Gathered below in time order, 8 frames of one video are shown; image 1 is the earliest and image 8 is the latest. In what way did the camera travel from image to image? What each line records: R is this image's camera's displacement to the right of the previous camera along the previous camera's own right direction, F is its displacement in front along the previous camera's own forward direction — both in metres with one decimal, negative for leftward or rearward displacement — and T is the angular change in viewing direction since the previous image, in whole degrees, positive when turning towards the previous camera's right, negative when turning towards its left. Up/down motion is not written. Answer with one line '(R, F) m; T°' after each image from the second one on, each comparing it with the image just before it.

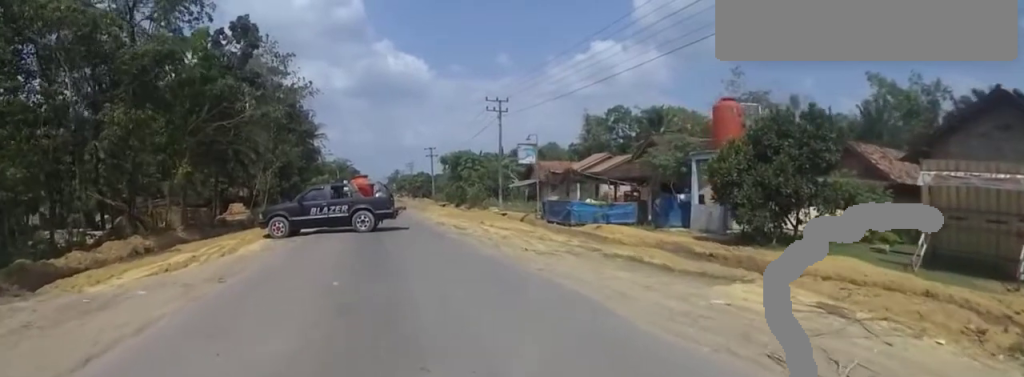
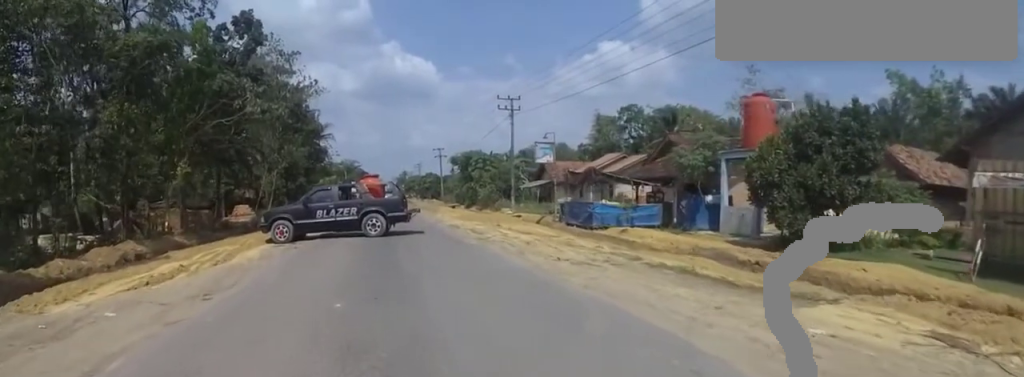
(0.0, +1.3) m; 0°
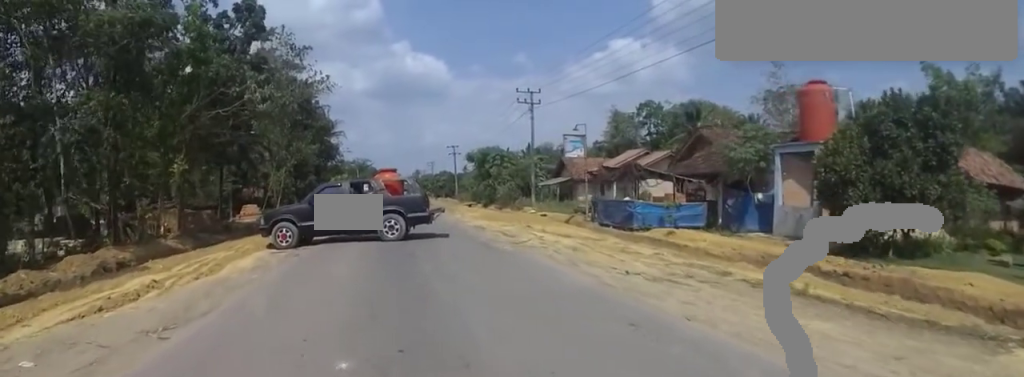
(0.0, +2.2) m; 0°
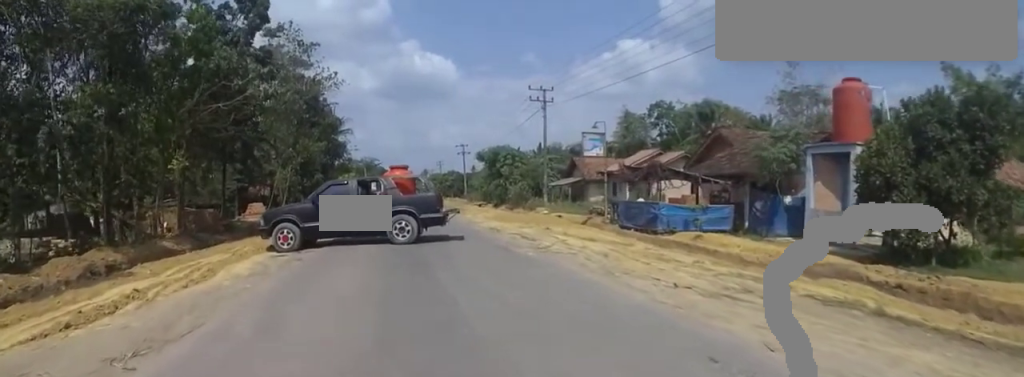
(0.0, +1.1) m; 0°
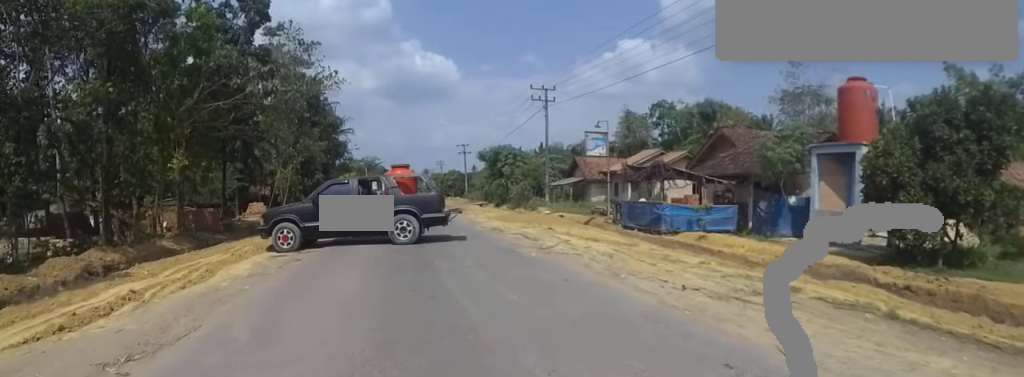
(0.0, +0.2) m; 0°
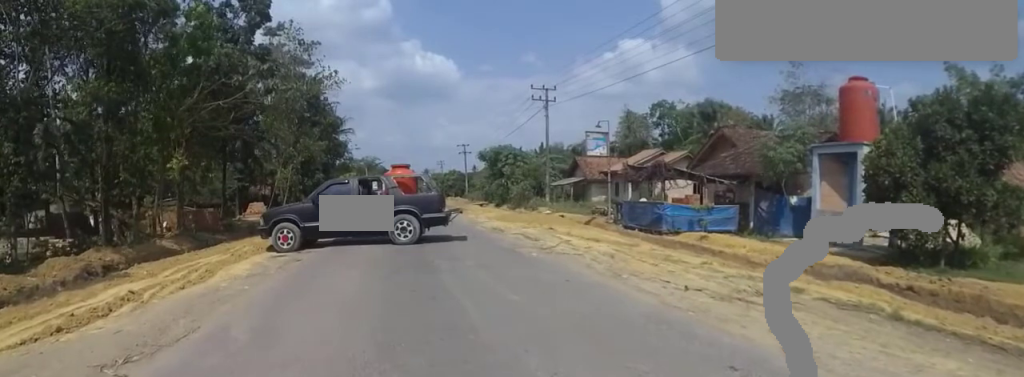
(0.0, +0.1) m; 0°
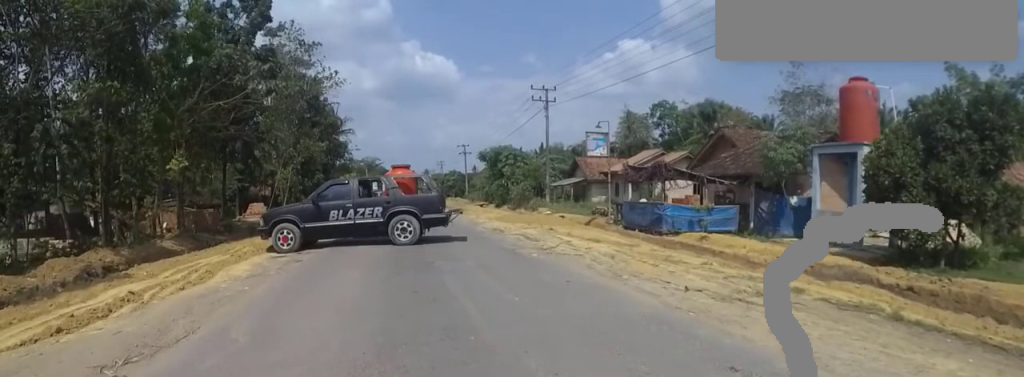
(0.0, +0.1) m; 0°
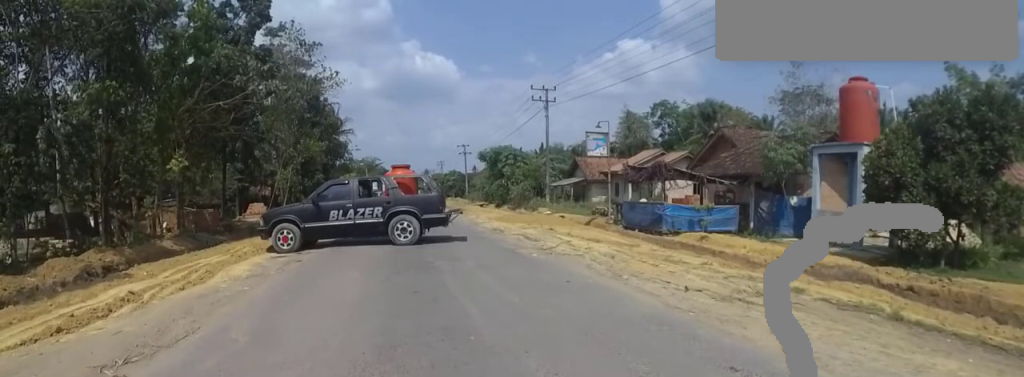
(0.0, 0.0) m; 0°
